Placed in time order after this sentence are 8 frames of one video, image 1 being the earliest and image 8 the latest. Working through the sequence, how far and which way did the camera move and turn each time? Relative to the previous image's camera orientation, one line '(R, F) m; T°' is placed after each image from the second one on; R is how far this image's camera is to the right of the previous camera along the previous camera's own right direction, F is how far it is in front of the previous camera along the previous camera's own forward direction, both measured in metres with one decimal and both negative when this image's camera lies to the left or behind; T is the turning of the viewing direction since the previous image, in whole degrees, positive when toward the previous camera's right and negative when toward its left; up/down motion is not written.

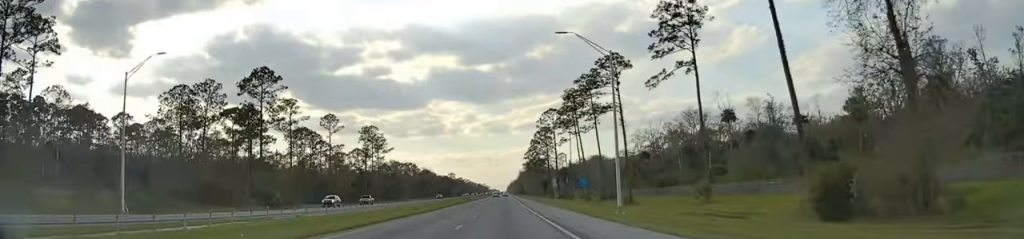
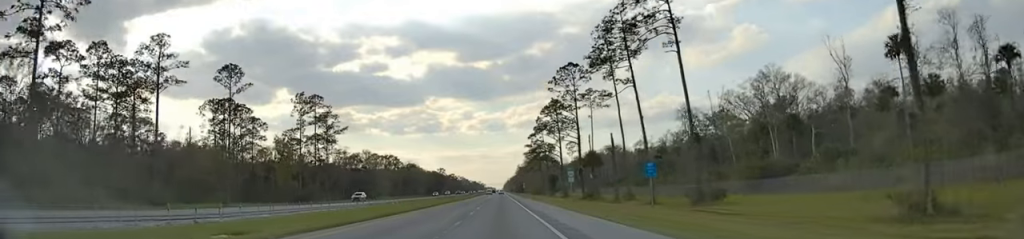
(0.0, +60.8) m; 0°
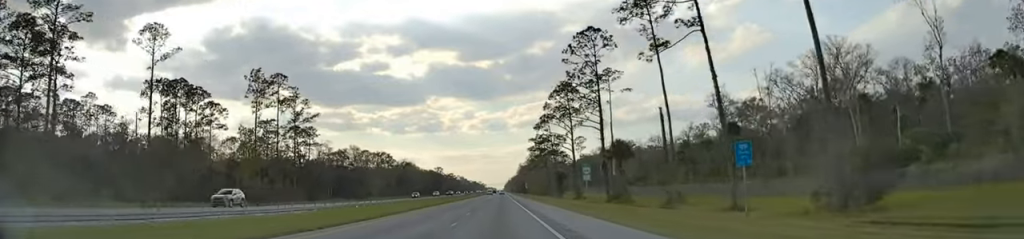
(0.0, +26.2) m; 0°
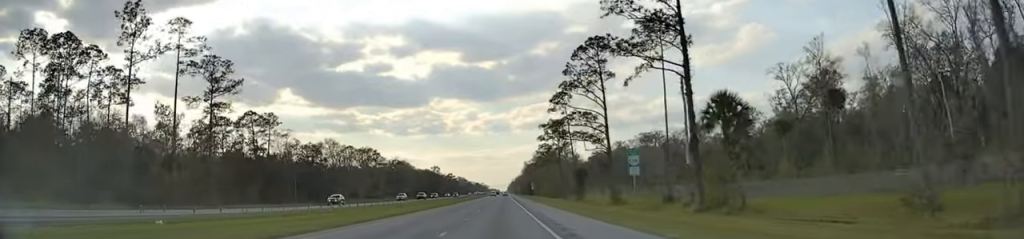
(0.0, +41.8) m; 0°
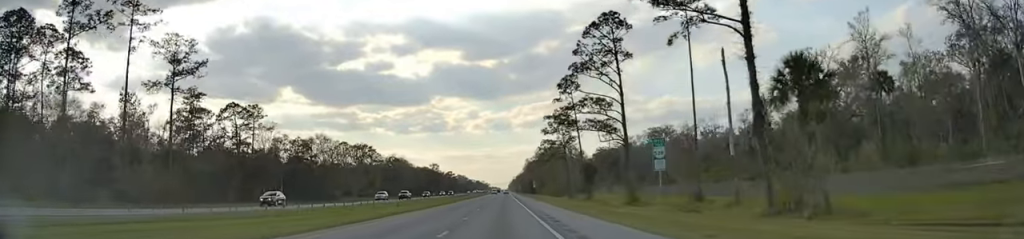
(0.0, +12.5) m; 0°
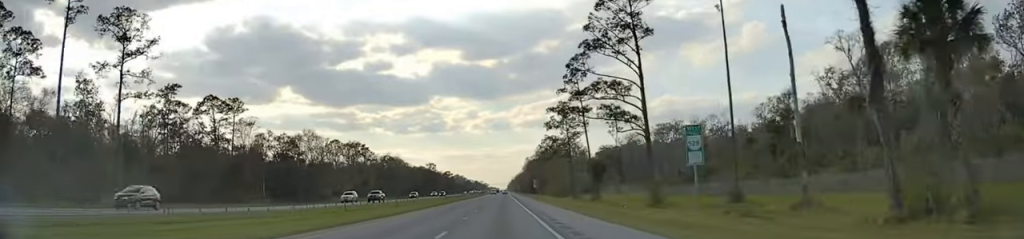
(-0.1, +12.5) m; 0°
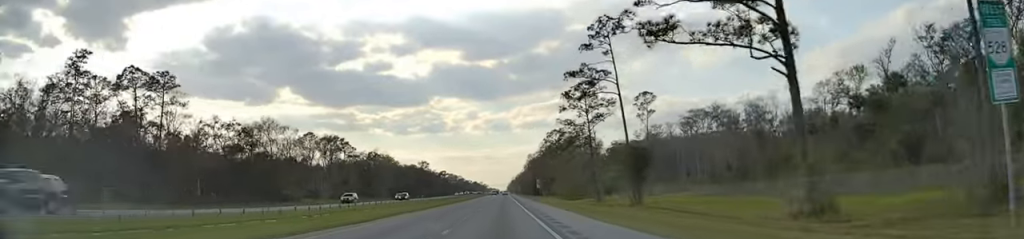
(0.0, +35.5) m; 0°
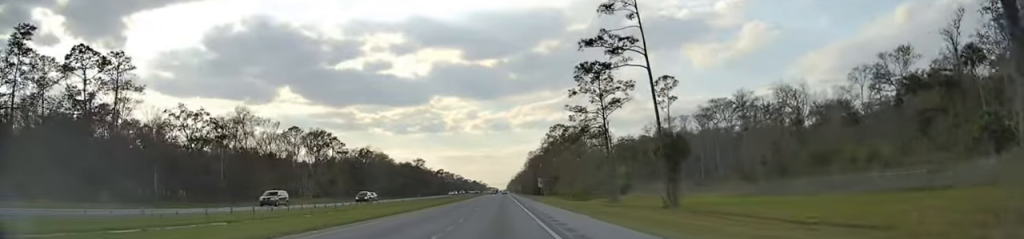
(0.0, +16.7) m; 0°
